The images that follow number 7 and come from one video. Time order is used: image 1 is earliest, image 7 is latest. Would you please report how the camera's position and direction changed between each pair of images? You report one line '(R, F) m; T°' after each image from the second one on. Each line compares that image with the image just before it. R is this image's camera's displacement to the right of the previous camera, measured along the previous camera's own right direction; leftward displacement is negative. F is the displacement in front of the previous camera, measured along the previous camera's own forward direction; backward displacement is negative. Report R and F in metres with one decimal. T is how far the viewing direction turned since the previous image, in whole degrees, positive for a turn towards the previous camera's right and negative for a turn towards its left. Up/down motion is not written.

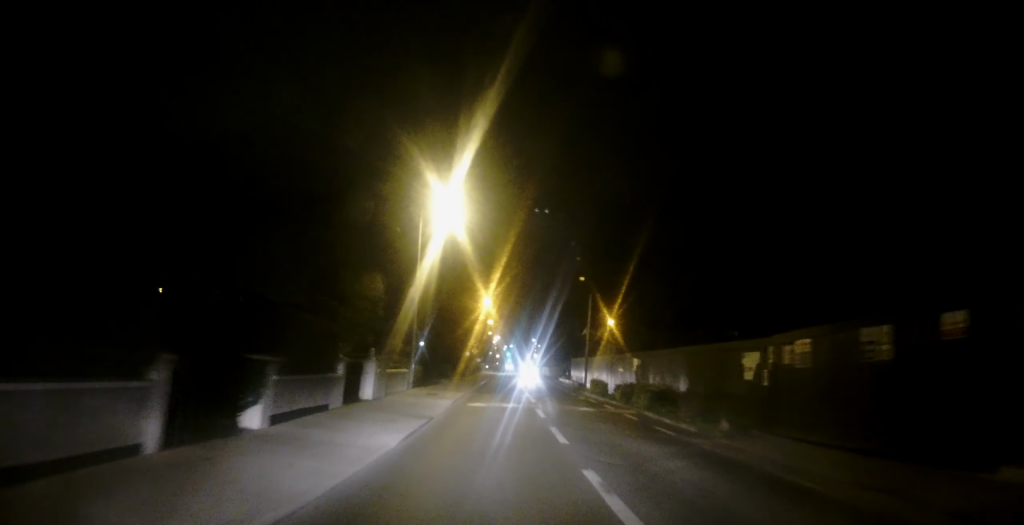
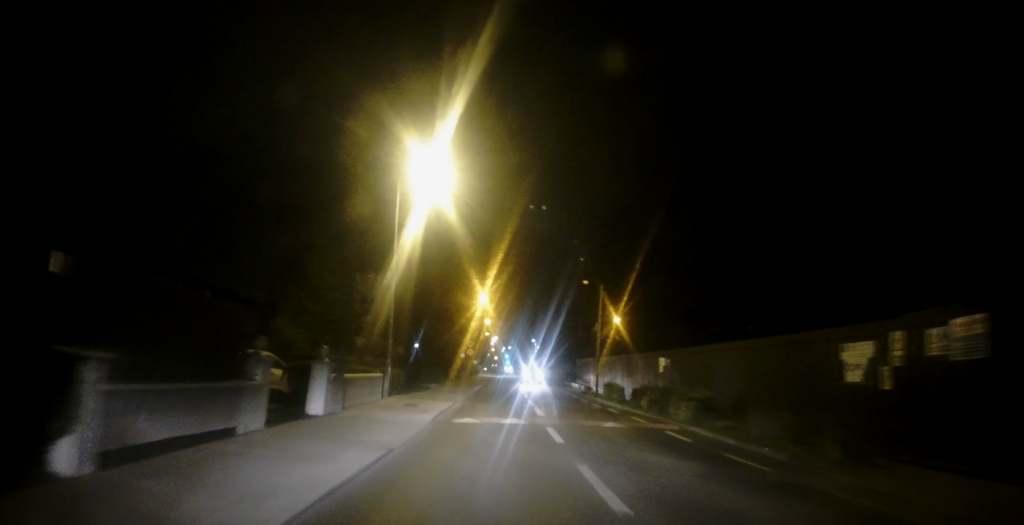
(+0.2, +5.7) m; +1°
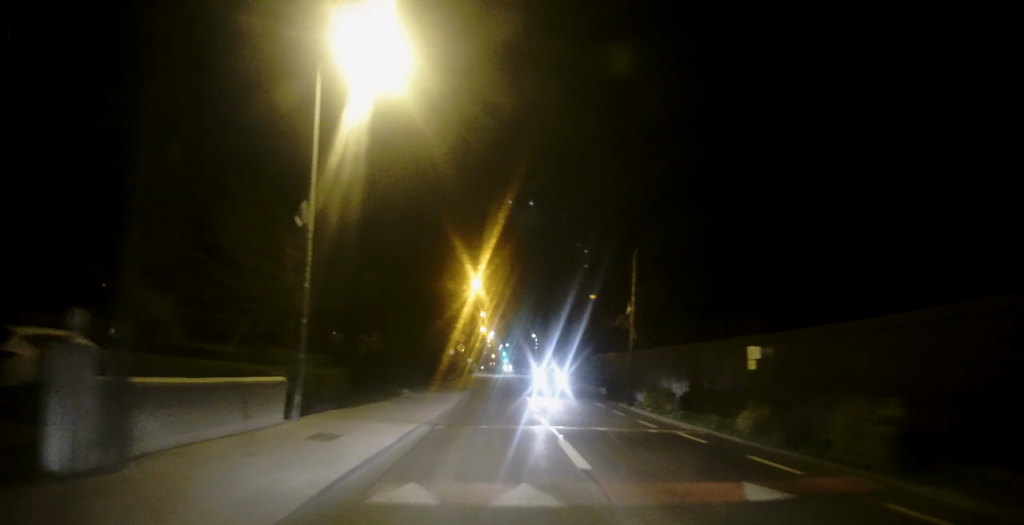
(+0.2, +10.2) m; -1°
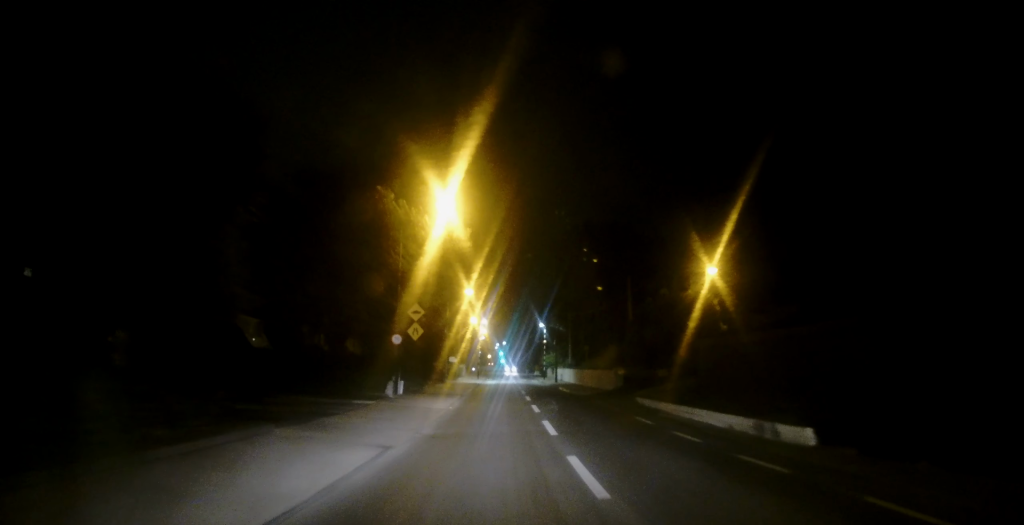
(-0.3, +26.2) m; 0°
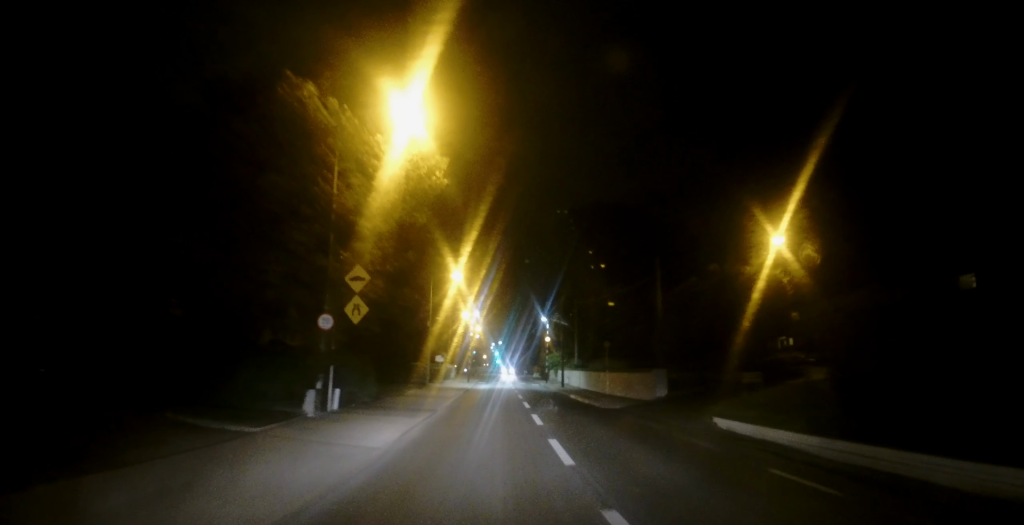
(0.0, +9.9) m; +1°
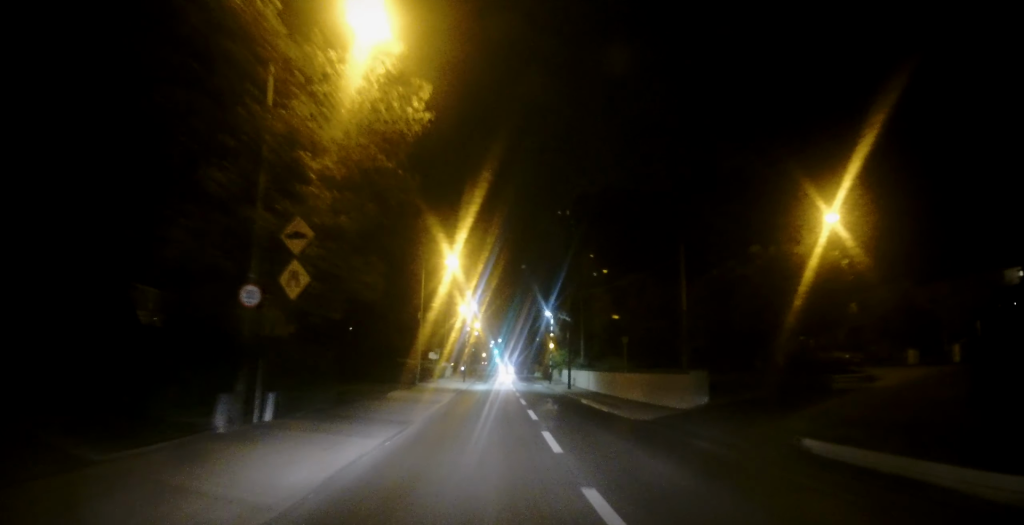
(-0.1, +4.9) m; +1°
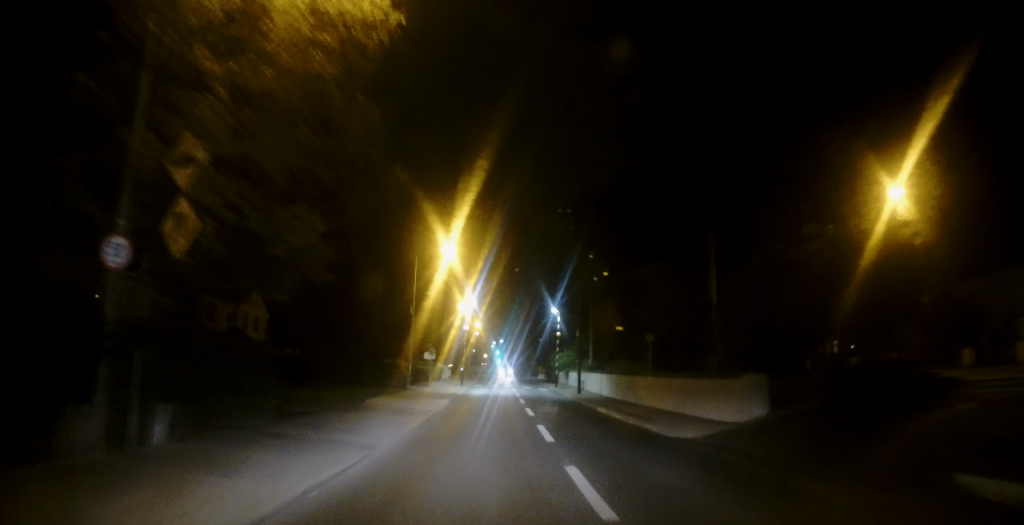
(+0.1, +4.4) m; -1°
